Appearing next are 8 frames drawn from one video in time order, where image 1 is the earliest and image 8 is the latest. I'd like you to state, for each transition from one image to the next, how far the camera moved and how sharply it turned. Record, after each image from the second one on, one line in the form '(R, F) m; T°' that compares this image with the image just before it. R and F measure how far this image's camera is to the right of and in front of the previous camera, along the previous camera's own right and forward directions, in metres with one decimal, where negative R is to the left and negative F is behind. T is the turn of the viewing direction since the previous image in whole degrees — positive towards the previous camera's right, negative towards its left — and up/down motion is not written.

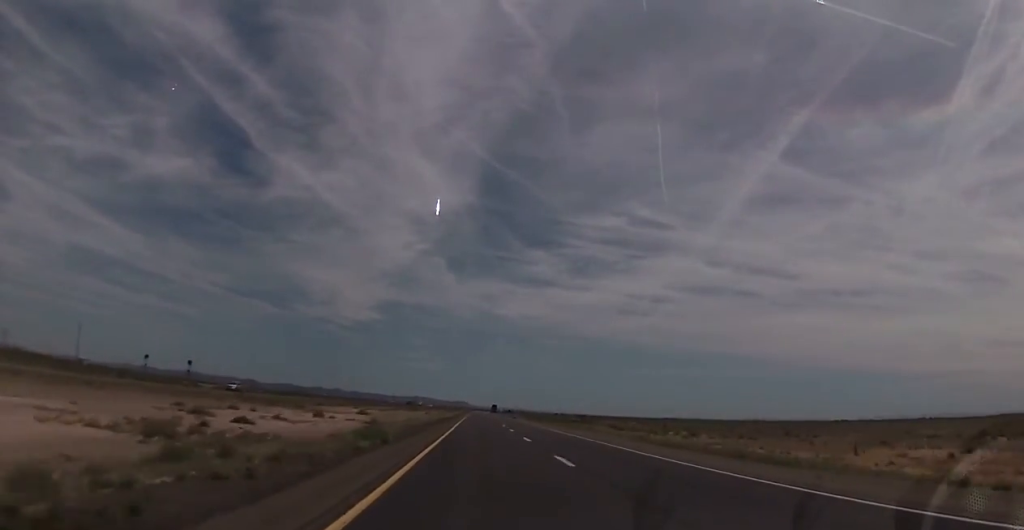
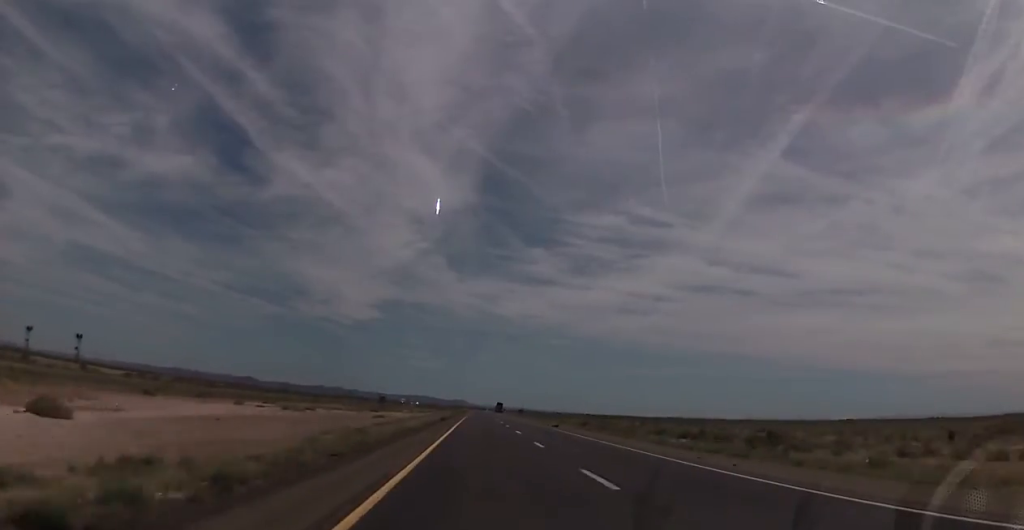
(-0.8, +66.1) m; 0°
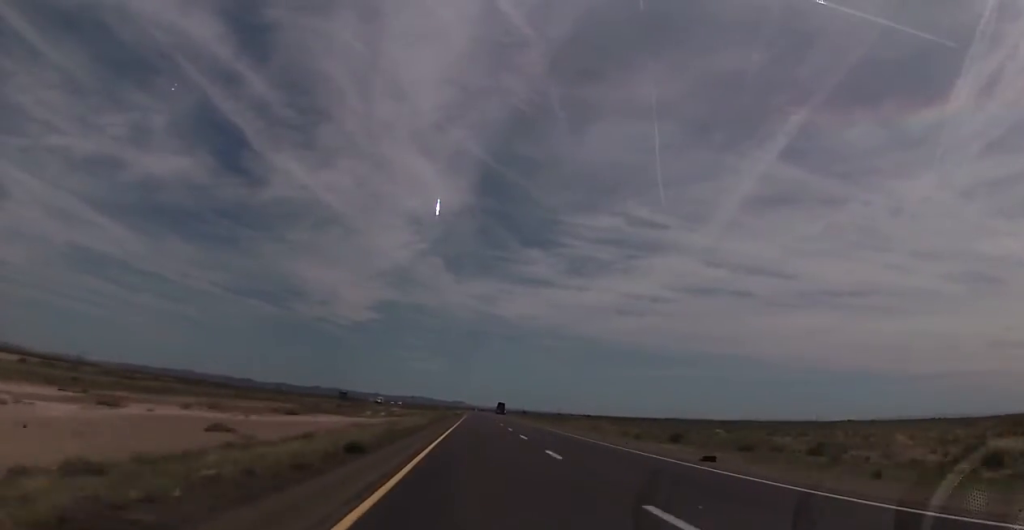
(+0.5, +42.1) m; 0°
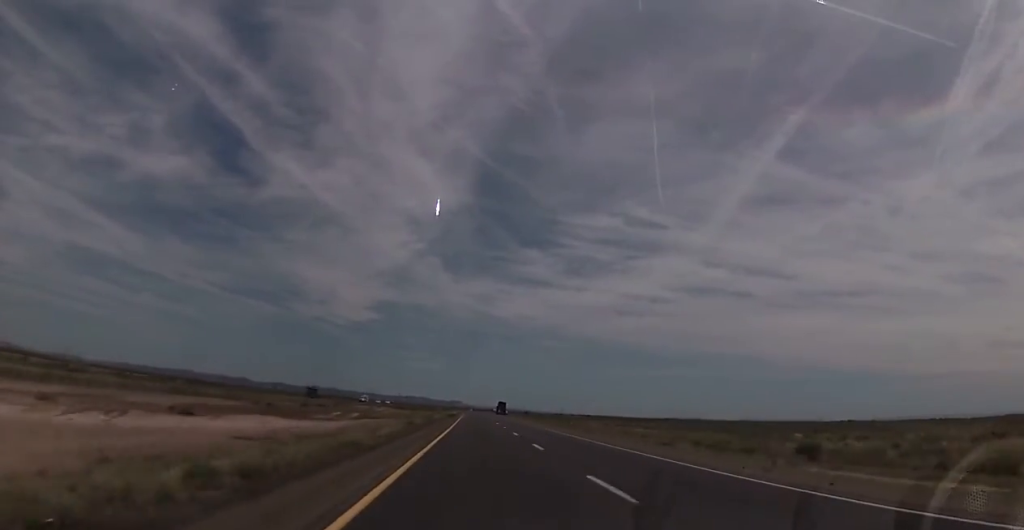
(-0.1, +20.4) m; 0°
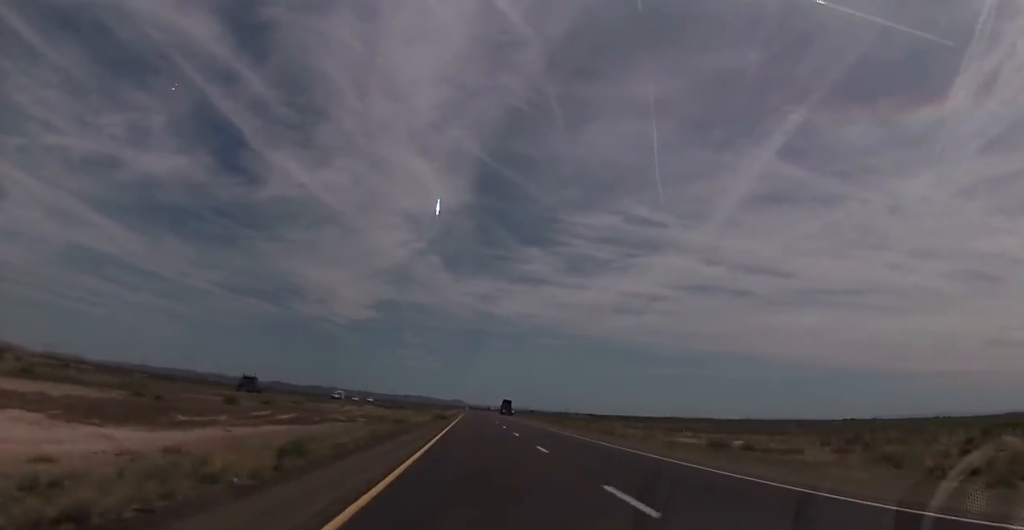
(-0.3, +26.5) m; 0°
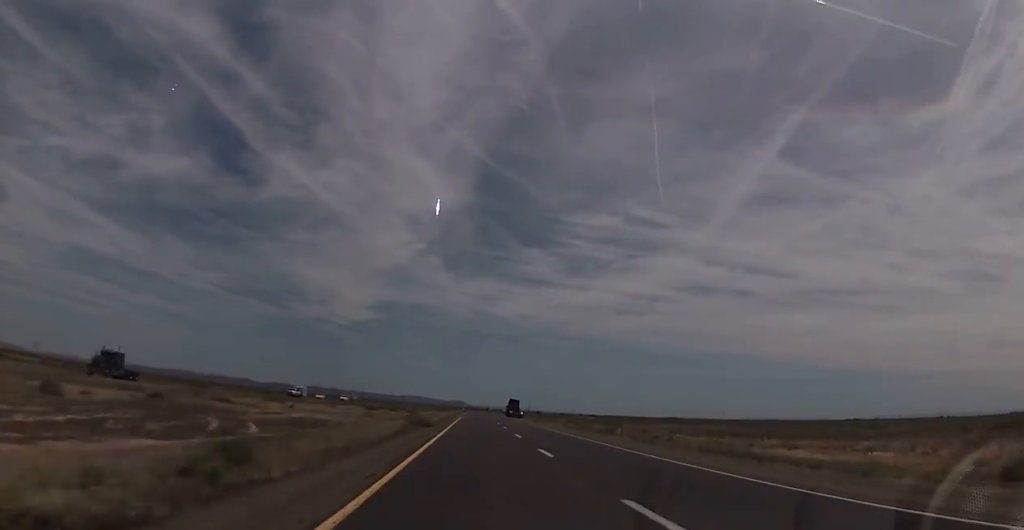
(0.0, +26.5) m; +1°
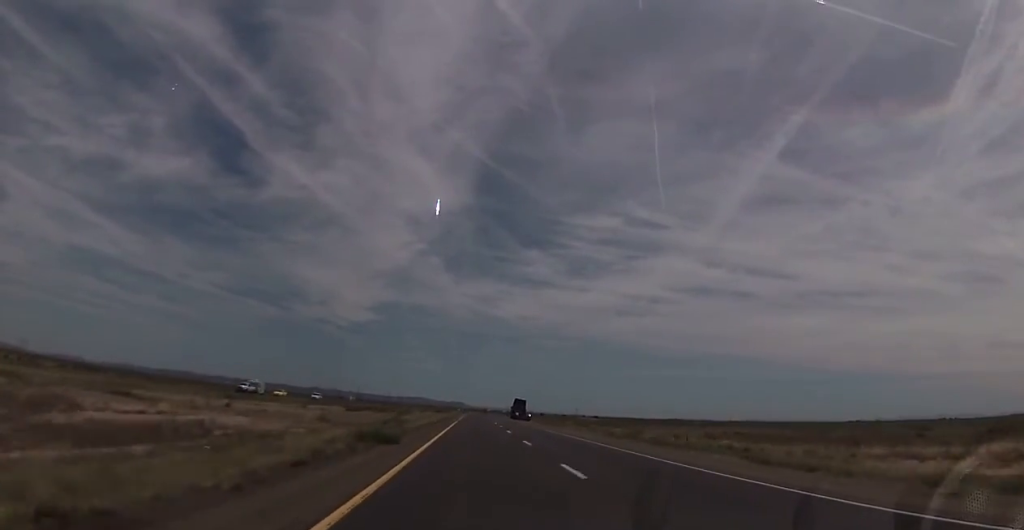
(+0.1, +18.1) m; 0°
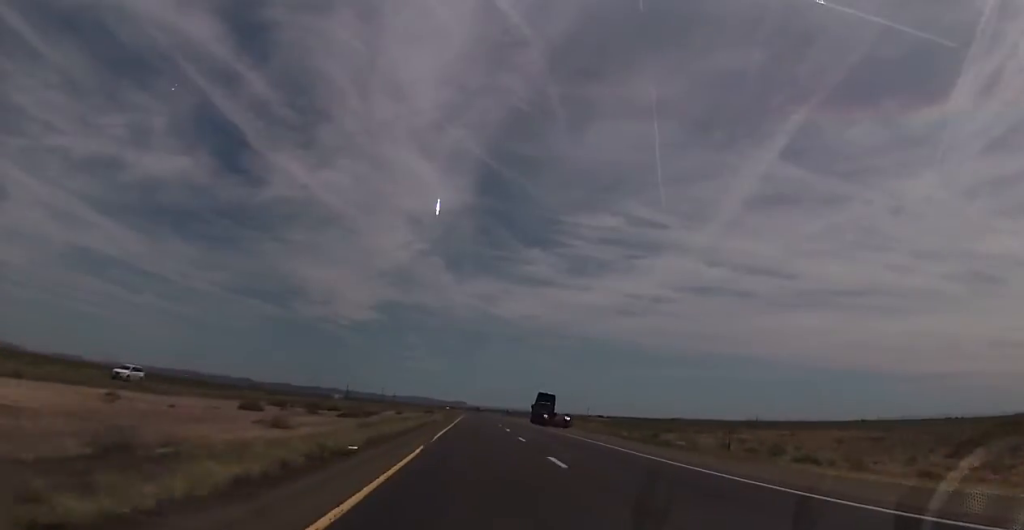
(0.0, +47.0) m; 0°
